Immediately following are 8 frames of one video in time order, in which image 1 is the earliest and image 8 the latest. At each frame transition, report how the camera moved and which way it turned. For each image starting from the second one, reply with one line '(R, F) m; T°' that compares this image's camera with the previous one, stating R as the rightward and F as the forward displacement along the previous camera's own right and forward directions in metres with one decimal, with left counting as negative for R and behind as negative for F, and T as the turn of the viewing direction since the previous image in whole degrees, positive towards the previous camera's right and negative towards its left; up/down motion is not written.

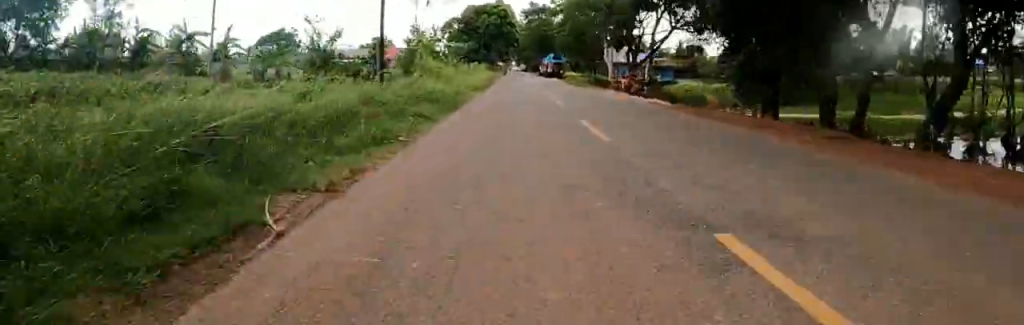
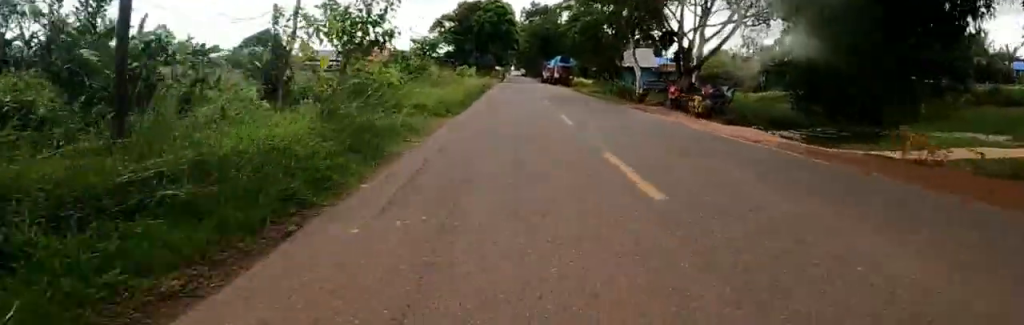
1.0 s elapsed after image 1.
(+0.2, +11.1) m; +2°
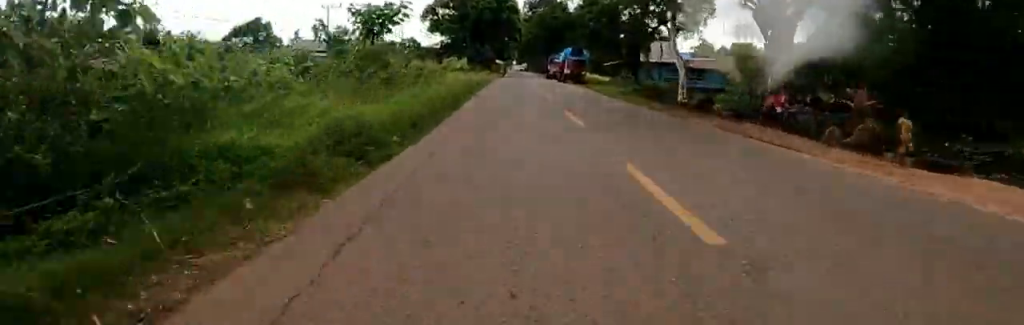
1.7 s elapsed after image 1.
(+0.2, +8.5) m; +1°
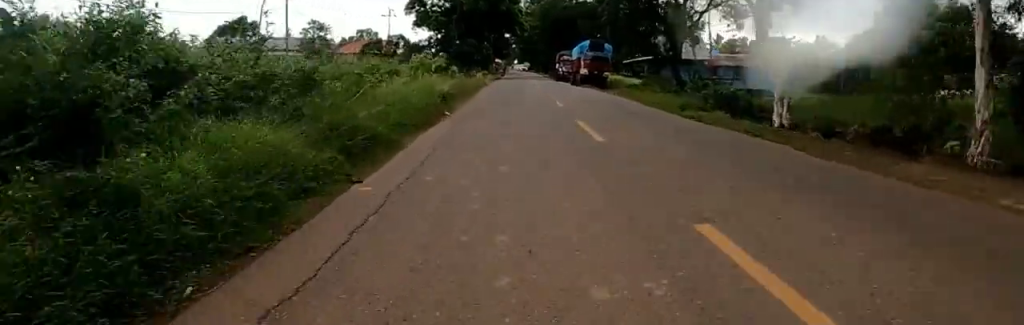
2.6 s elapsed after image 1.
(+0.1, +9.9) m; 0°
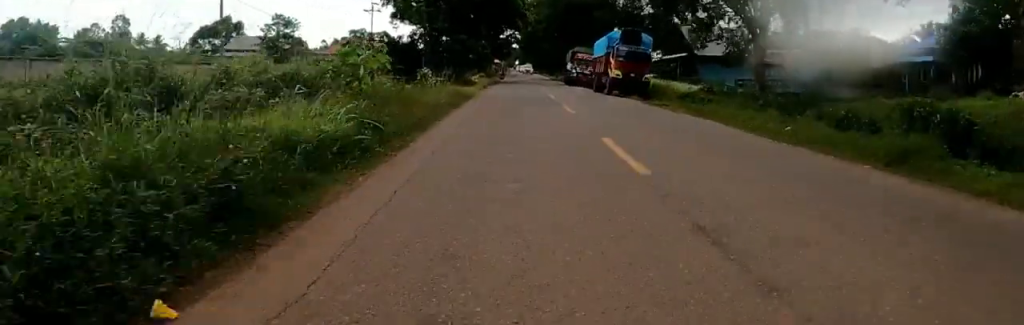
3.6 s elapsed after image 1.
(-0.1, +10.5) m; 0°
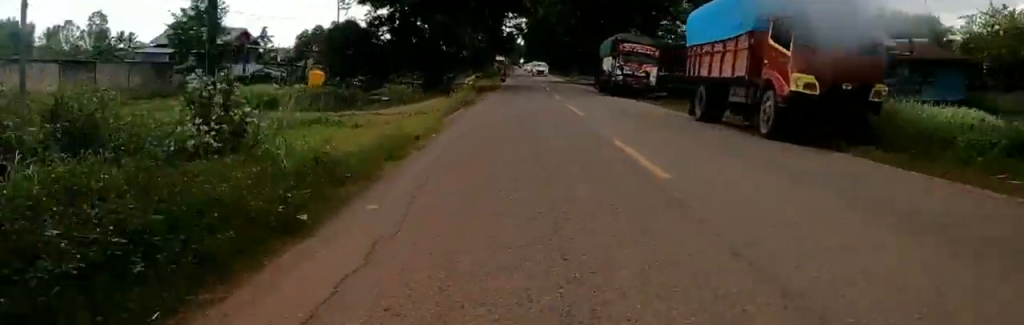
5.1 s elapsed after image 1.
(+0.3, +16.0) m; 0°
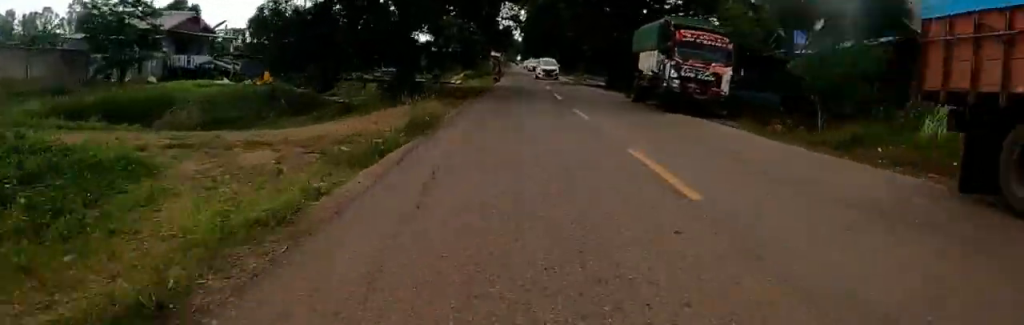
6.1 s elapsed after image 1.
(-0.3, +9.6) m; -2°
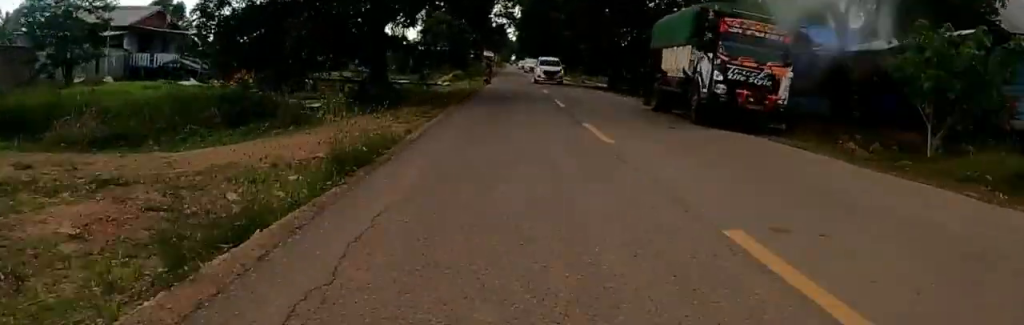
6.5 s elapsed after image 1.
(0.0, +3.9) m; -1°
